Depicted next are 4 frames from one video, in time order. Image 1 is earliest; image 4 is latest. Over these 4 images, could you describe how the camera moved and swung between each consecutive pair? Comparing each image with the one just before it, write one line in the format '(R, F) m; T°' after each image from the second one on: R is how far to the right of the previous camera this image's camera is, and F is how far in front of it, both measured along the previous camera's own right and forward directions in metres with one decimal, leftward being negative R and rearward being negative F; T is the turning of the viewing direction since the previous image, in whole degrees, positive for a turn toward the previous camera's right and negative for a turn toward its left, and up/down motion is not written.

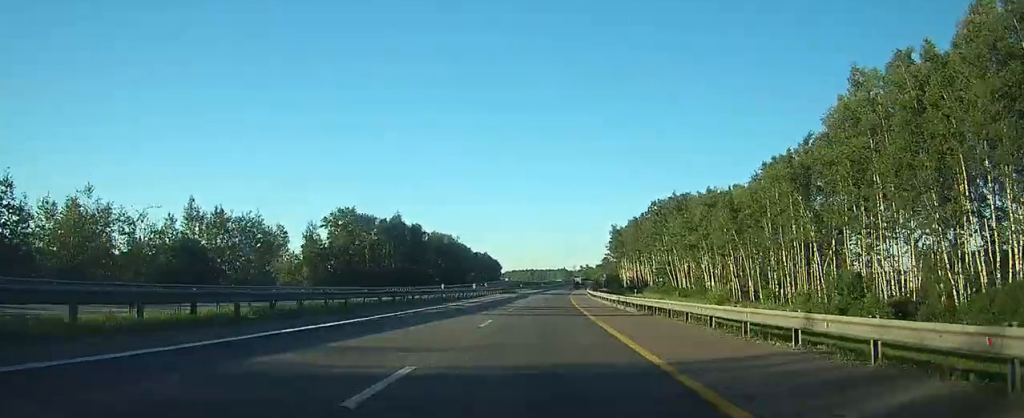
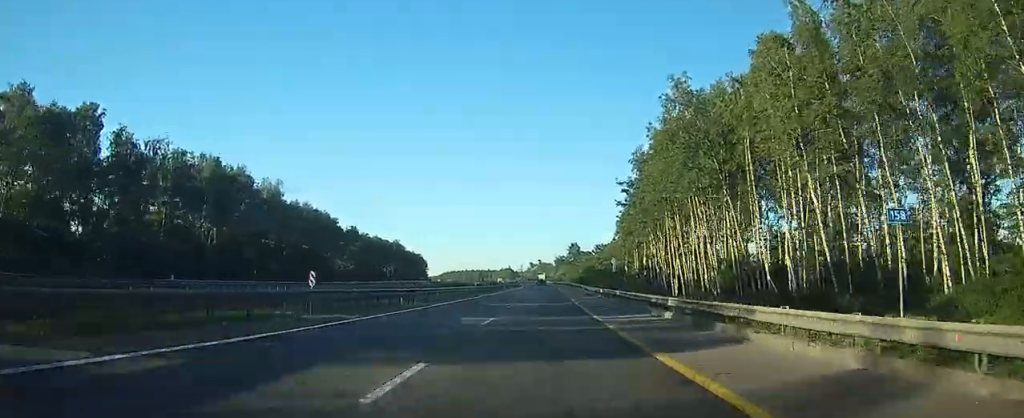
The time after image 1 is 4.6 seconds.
(+4.6, +131.4) m; +5°
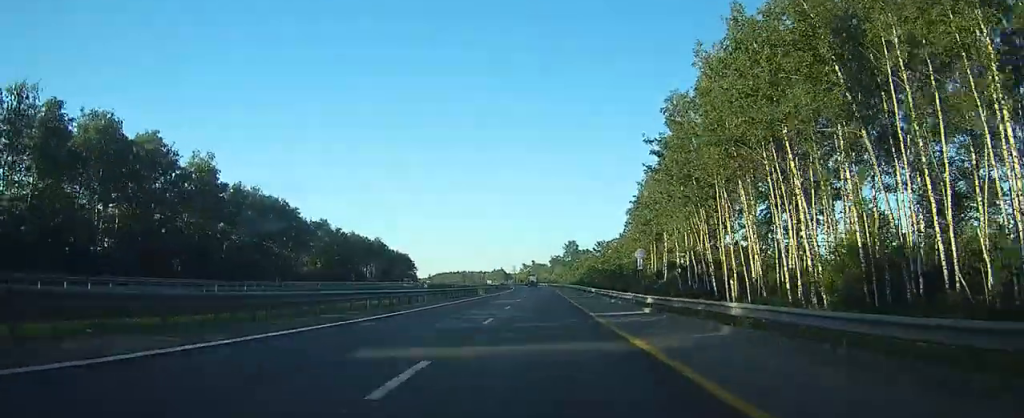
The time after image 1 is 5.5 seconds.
(+0.1, +23.9) m; +1°
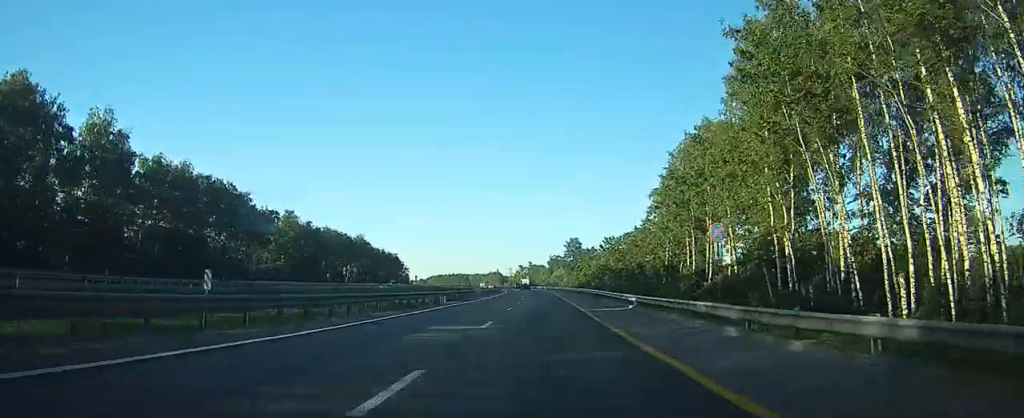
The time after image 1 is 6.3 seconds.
(+0.1, +24.9) m; +1°
